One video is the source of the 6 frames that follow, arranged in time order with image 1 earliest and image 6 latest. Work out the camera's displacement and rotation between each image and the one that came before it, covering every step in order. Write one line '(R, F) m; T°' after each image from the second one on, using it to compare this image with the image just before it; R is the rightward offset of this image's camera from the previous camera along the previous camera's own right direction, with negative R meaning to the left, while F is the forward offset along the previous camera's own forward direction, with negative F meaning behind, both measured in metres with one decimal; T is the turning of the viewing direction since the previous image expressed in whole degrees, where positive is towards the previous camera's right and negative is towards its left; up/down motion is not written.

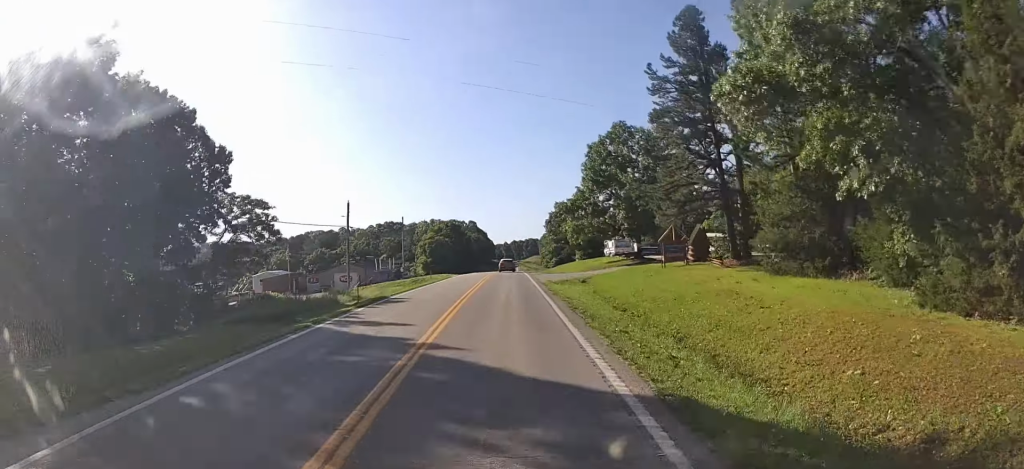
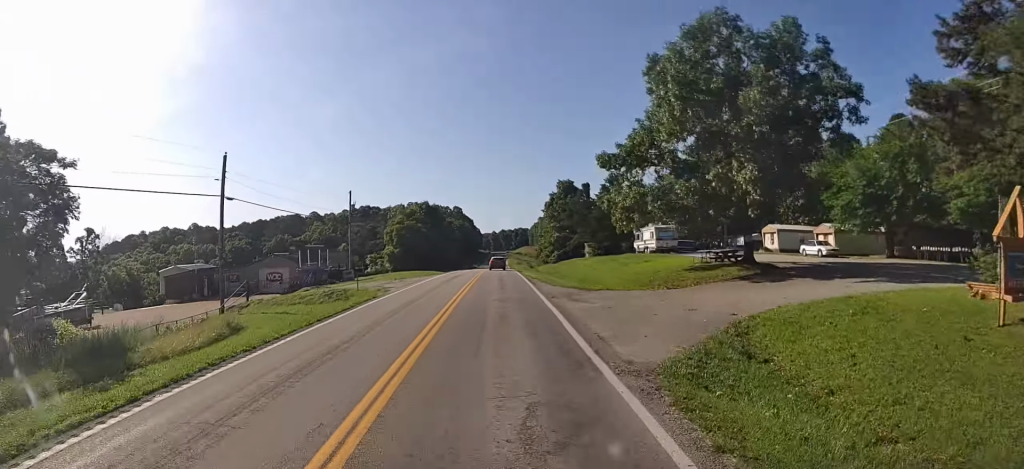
(+0.6, +28.2) m; +2°
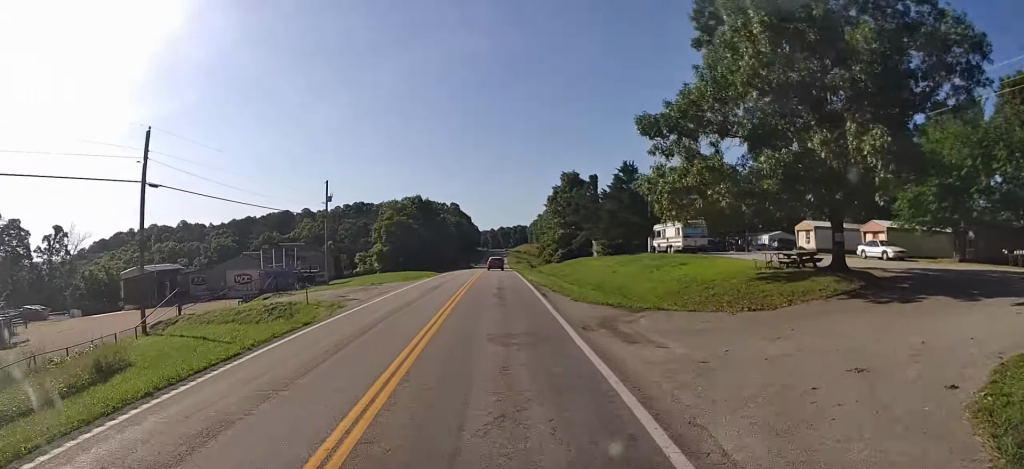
(+0.3, +9.1) m; 0°
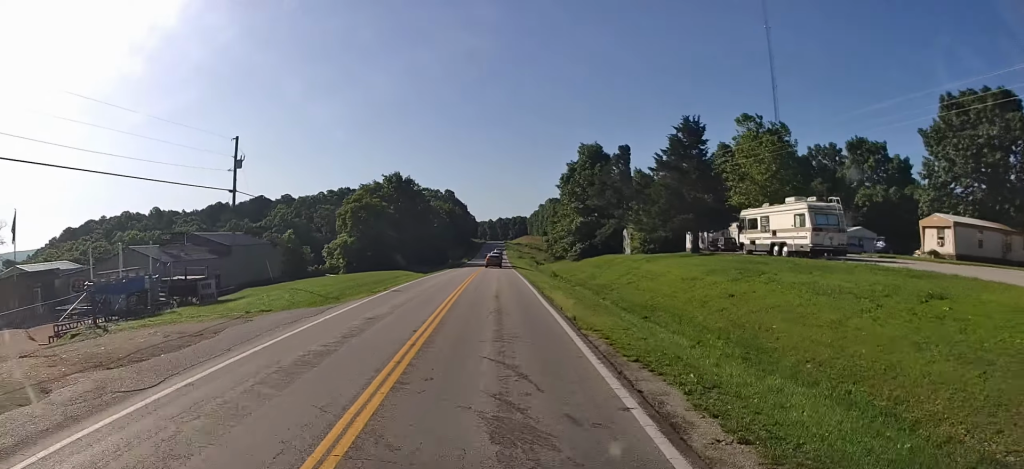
(-0.5, +22.0) m; -2°
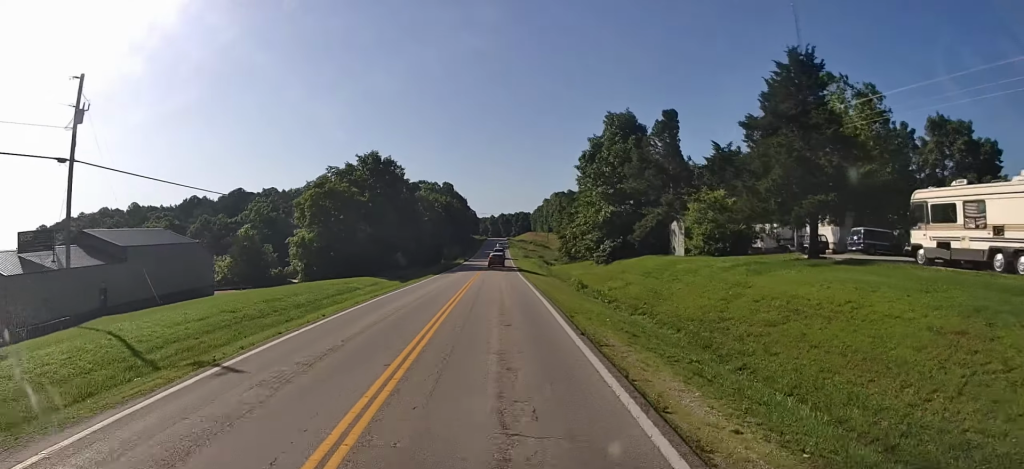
(-0.2, +17.5) m; -1°
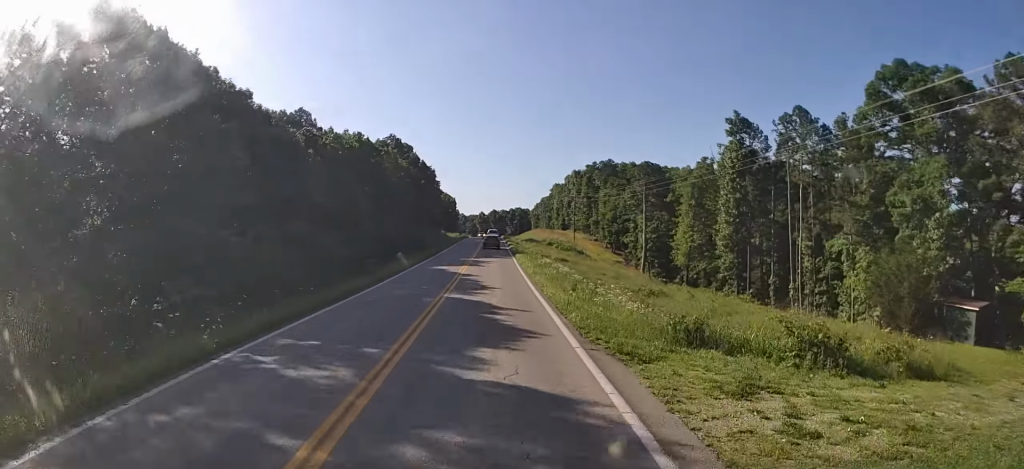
(+2.1, +91.6) m; +2°
